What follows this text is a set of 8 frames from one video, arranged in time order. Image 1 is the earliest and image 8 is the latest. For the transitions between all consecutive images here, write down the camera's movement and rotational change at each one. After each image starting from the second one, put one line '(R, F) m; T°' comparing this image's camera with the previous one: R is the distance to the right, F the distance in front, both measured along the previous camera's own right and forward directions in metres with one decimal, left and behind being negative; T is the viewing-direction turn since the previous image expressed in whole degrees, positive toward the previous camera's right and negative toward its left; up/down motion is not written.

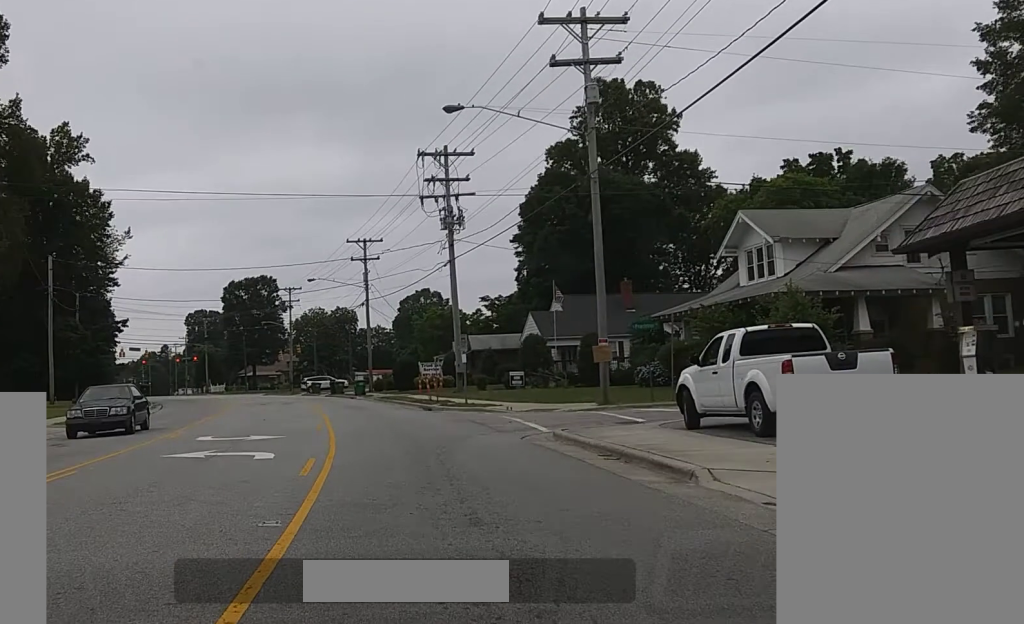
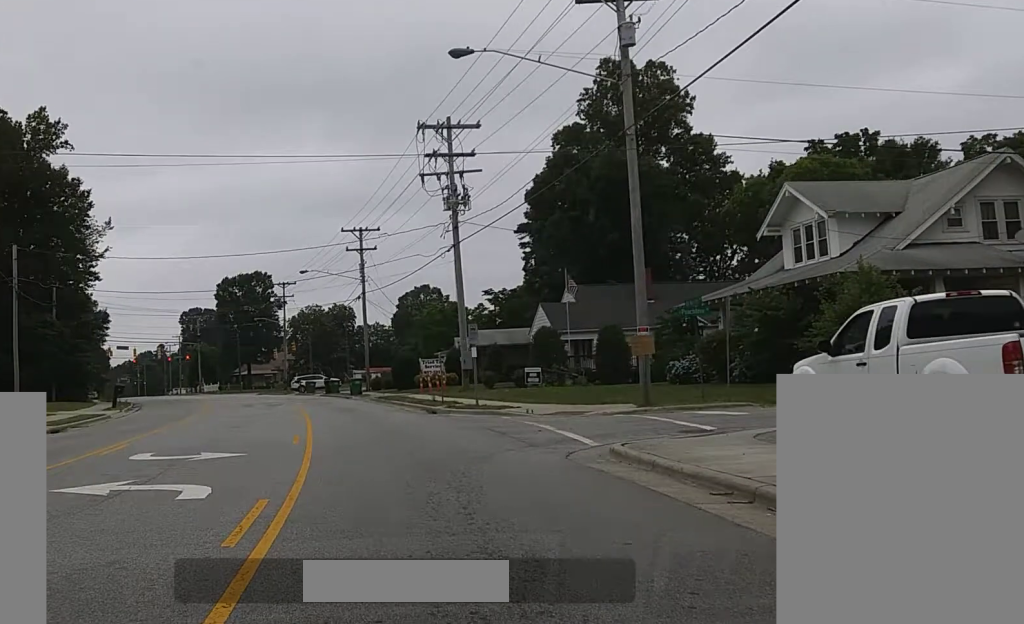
(0.0, +5.0) m; 0°
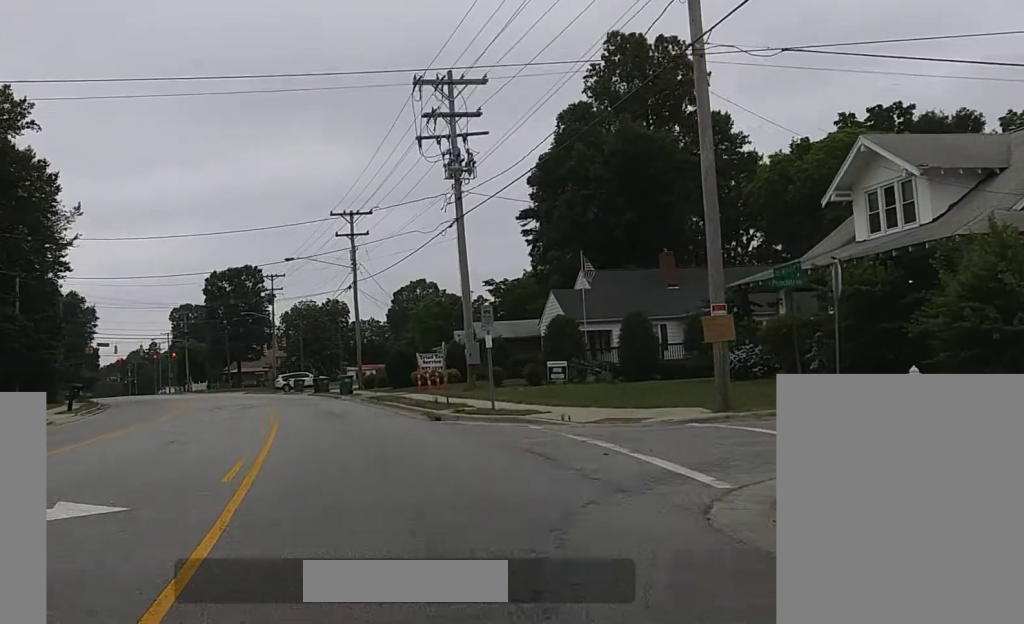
(0.0, +4.9) m; 0°
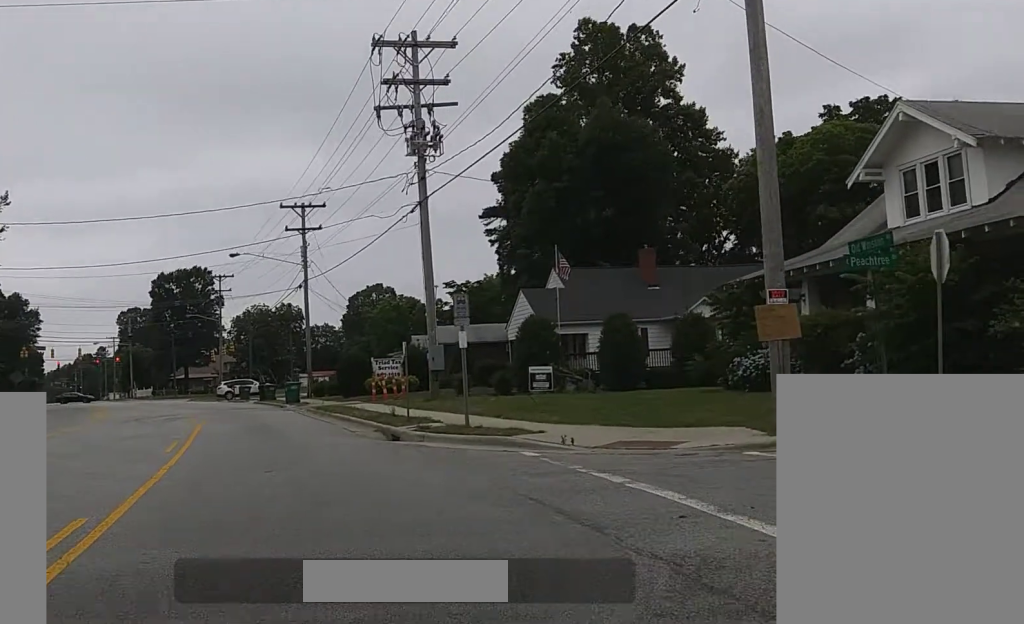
(0.0, +4.3) m; +9°
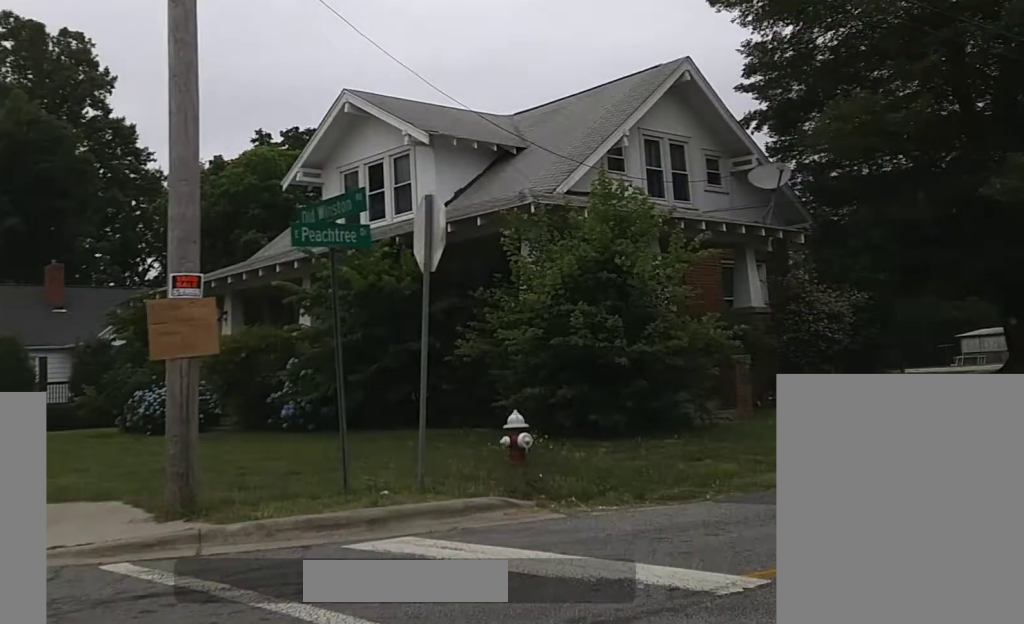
(+3.1, +4.4) m; +55°
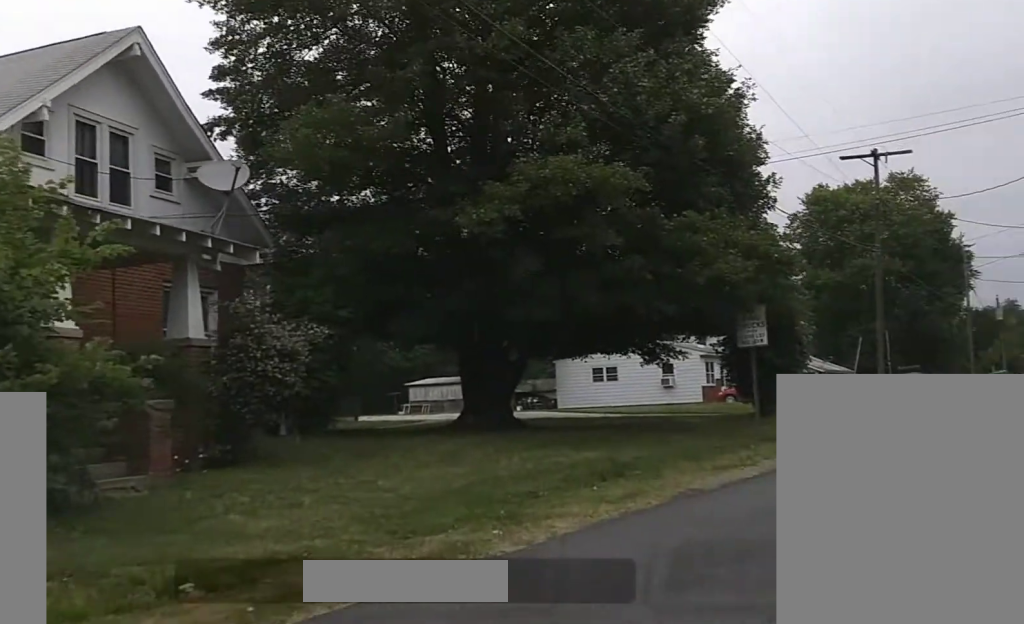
(+0.4, +5.0) m; +4°
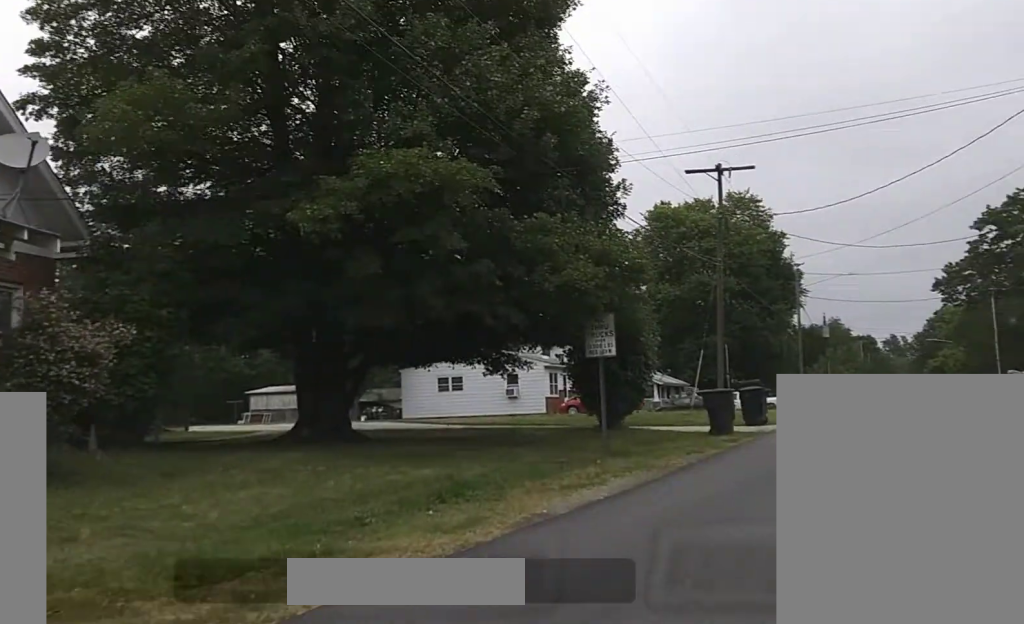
(0.0, +1.7) m; 0°
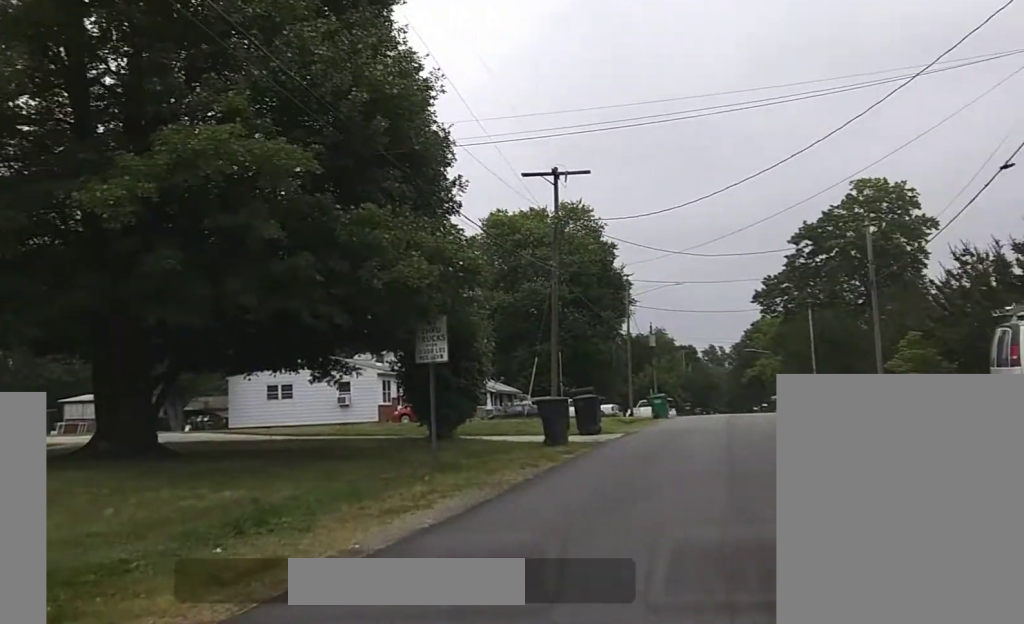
(0.0, +2.5) m; 0°
